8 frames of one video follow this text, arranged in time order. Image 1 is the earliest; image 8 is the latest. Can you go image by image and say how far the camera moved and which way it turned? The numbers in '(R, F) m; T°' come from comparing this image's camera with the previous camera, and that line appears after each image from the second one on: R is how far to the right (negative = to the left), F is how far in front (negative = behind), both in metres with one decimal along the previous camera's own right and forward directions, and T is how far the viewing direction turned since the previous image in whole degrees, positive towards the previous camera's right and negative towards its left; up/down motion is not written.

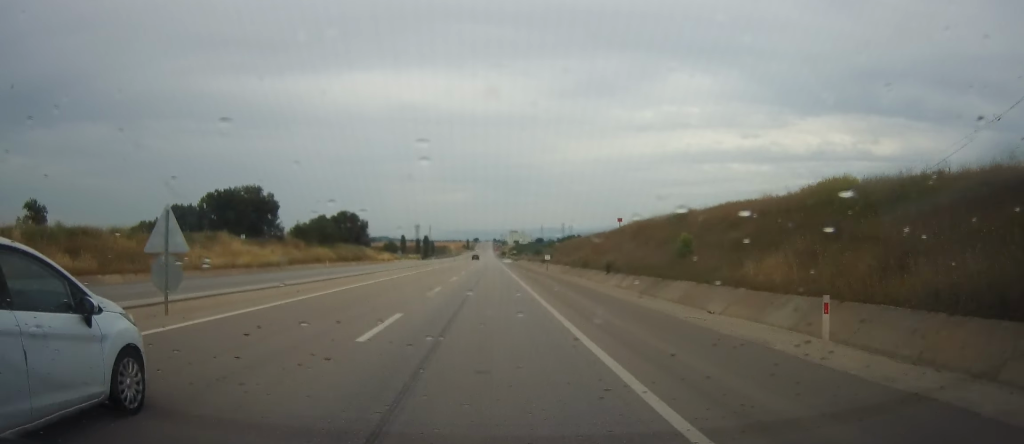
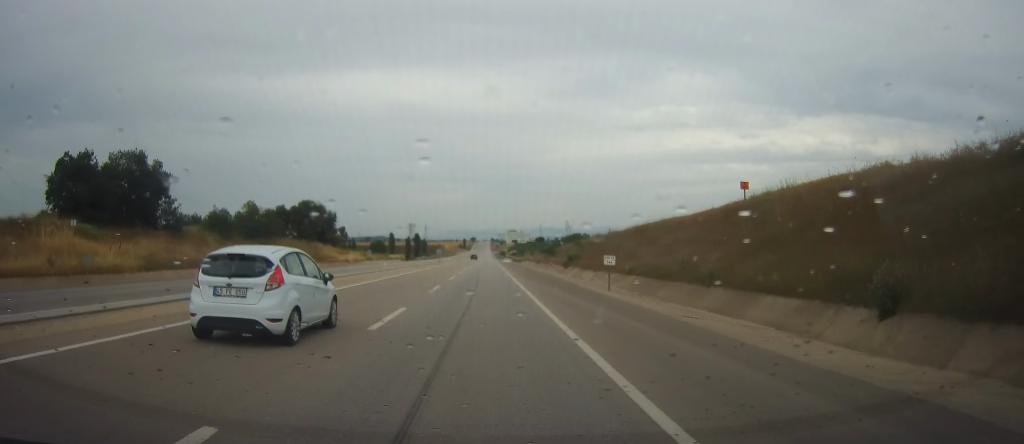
(+0.3, +32.9) m; +1°
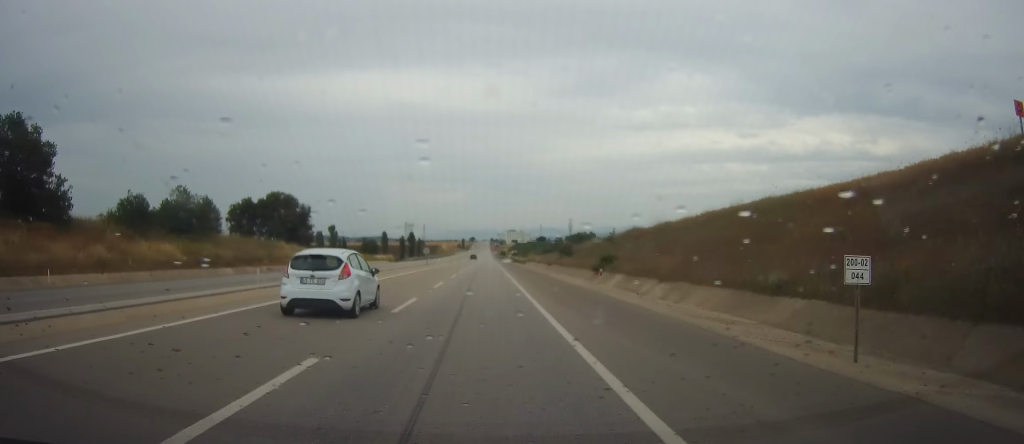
(+0.1, +19.9) m; 0°
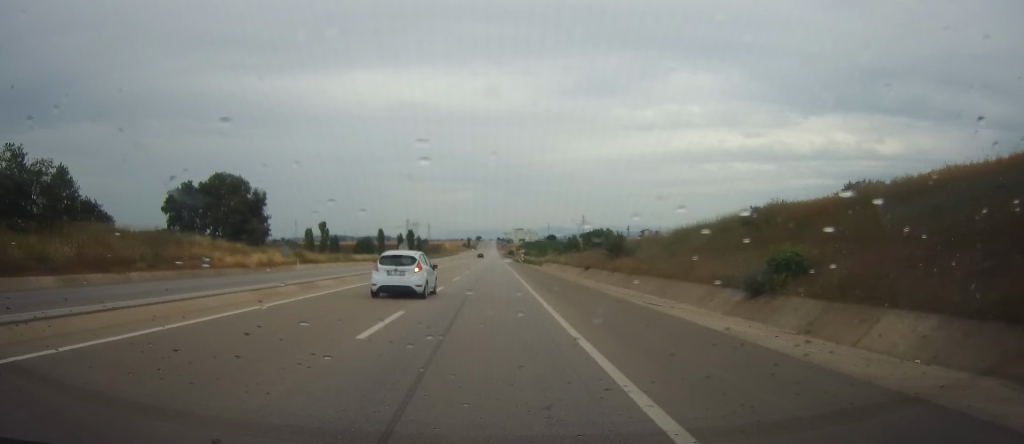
(+0.1, +28.3) m; 0°
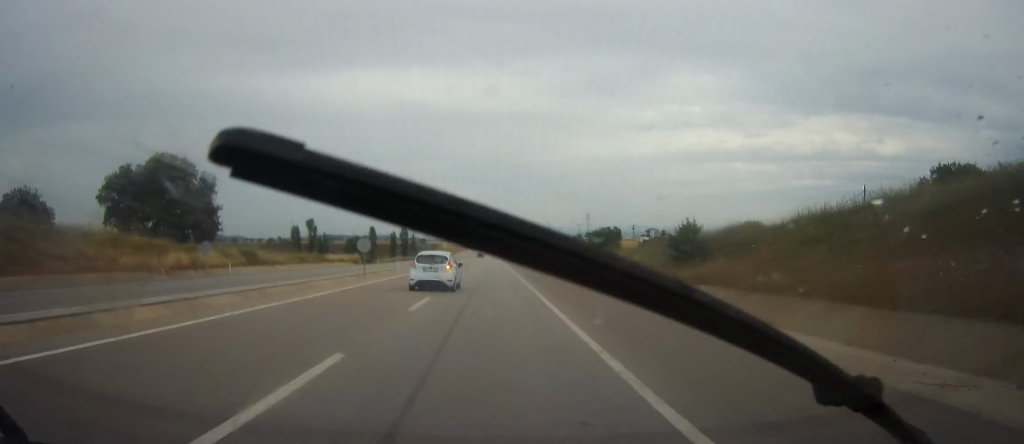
(0.0, +18.0) m; 0°
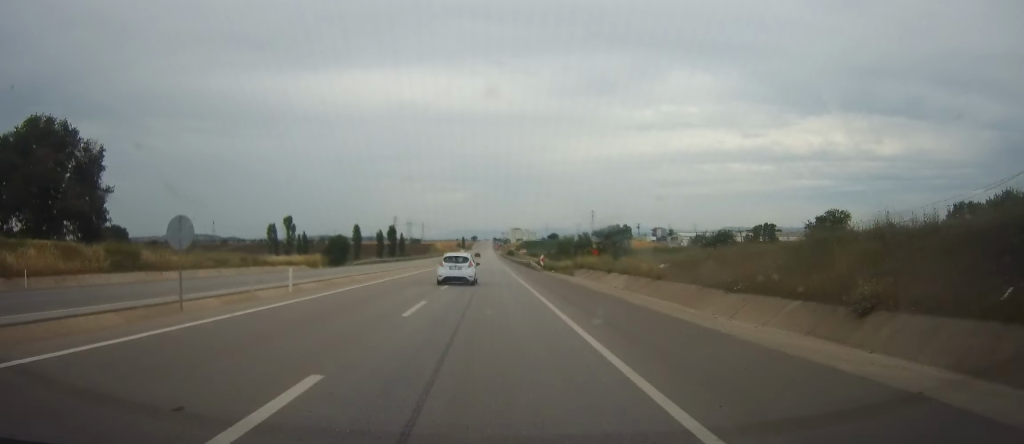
(+0.1, +25.0) m; -1°
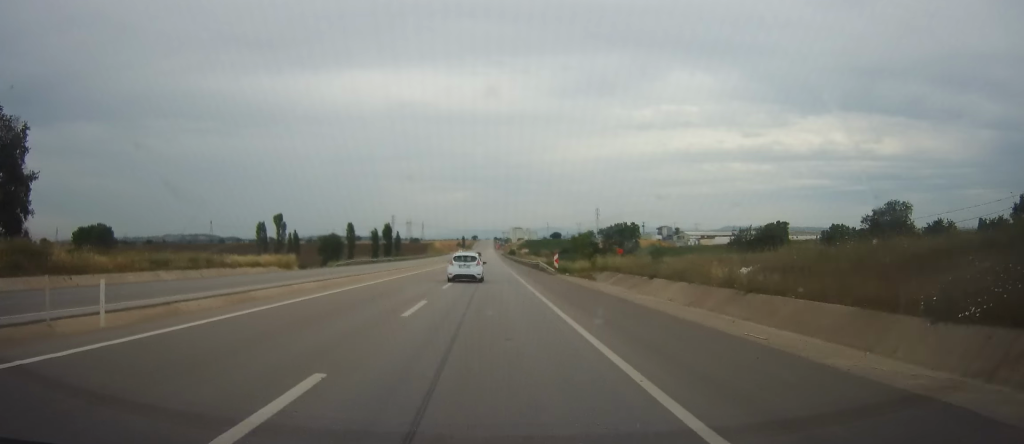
(0.0, +11.4) m; 0°
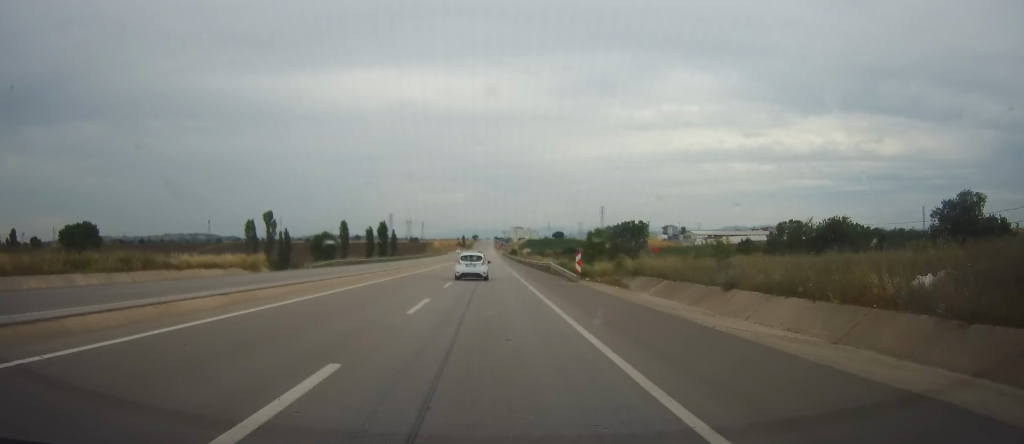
(-0.3, +11.0) m; 0°
